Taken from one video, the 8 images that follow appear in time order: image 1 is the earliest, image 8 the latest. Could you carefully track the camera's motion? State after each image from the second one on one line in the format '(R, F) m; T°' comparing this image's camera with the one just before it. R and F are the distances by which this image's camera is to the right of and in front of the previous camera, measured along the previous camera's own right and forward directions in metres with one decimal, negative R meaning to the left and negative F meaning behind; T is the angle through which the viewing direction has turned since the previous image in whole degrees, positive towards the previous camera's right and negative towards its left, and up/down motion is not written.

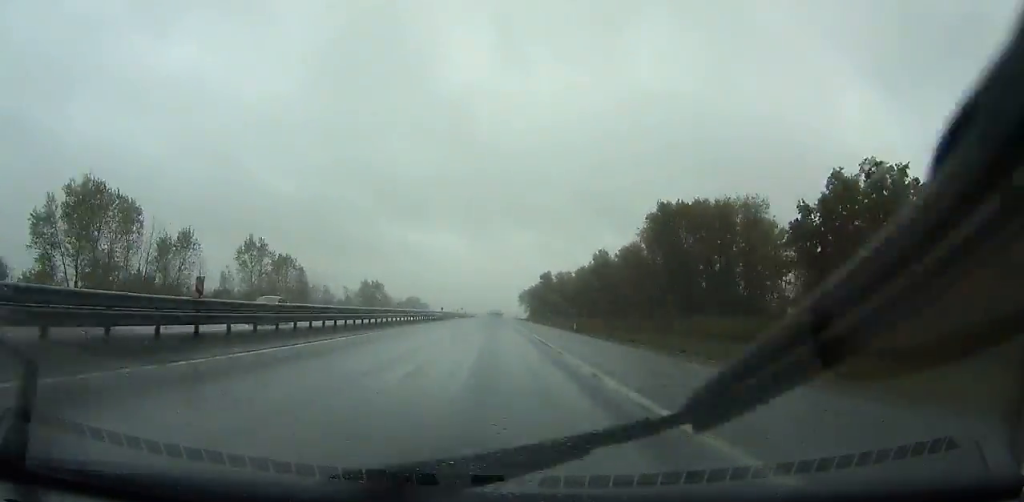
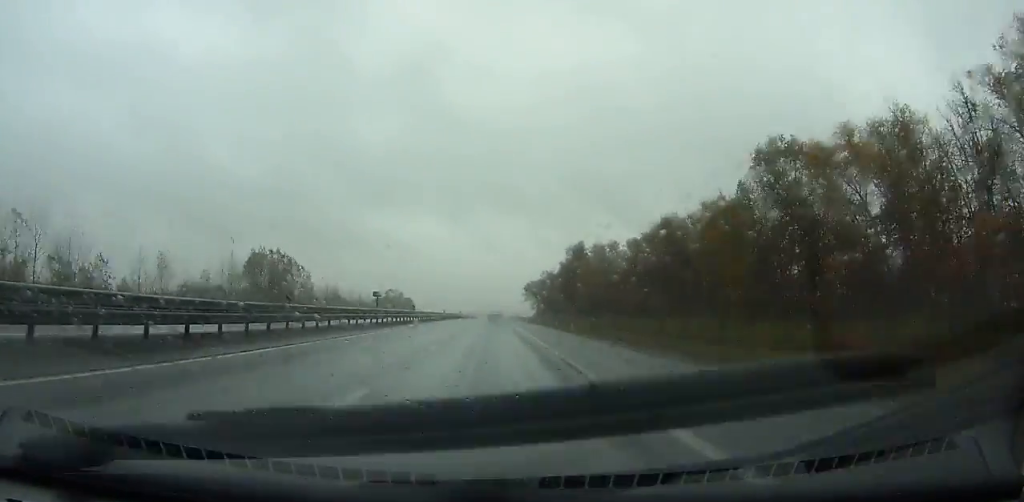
(+0.1, +99.4) m; 0°
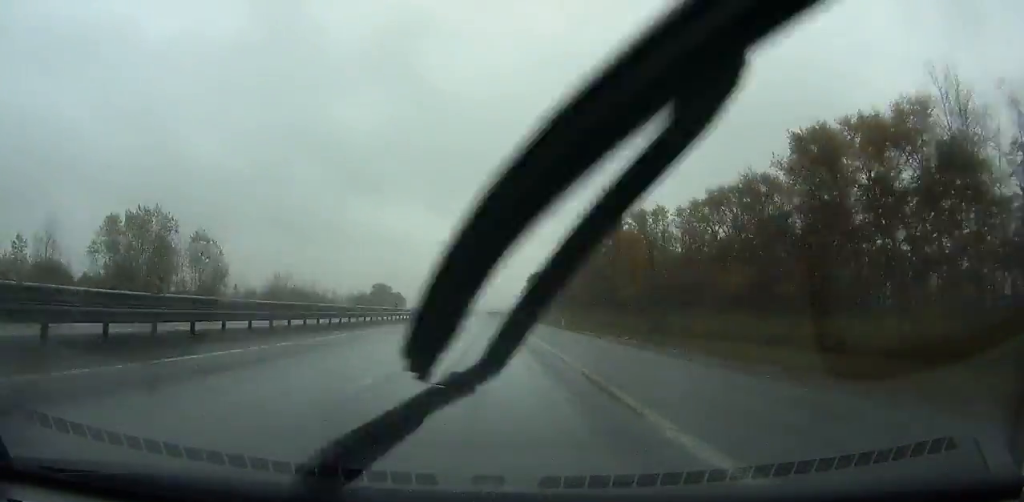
(0.0, +45.1) m; 0°
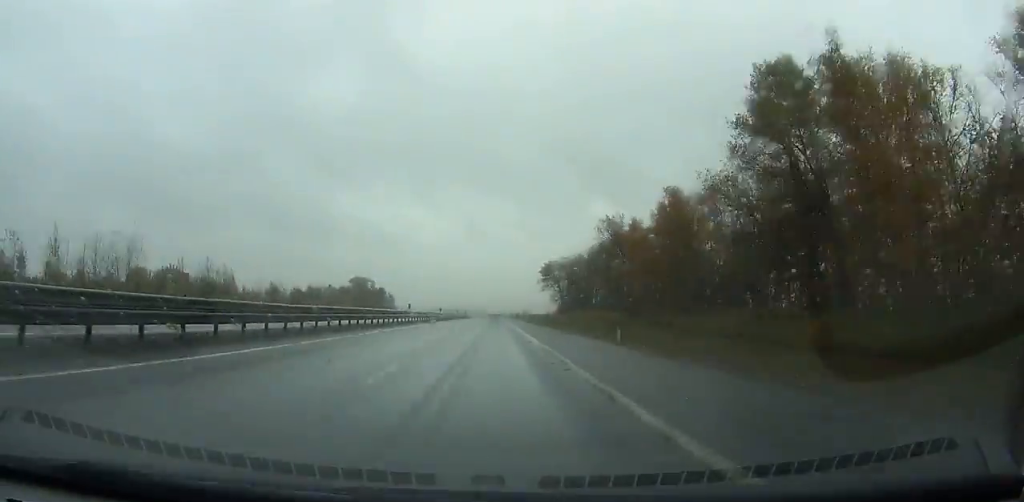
(-0.2, +71.8) m; 0°
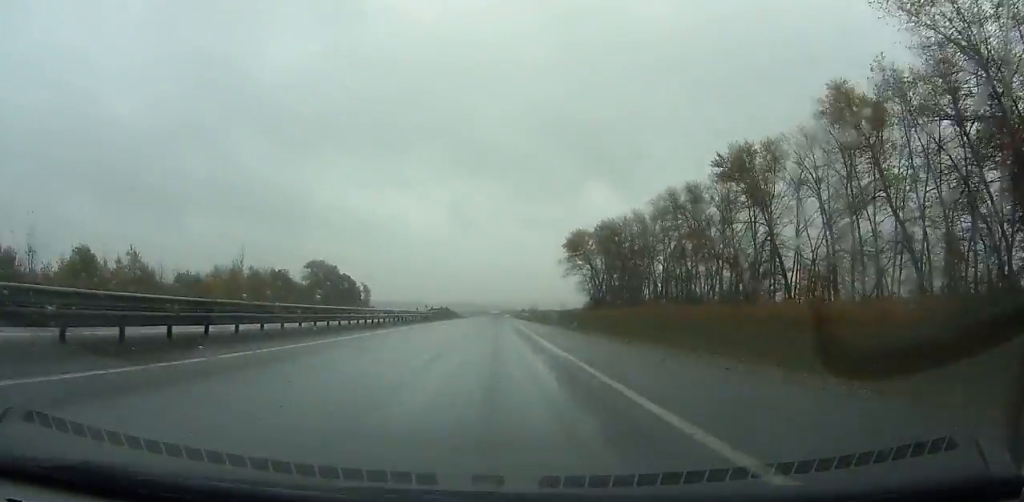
(+0.1, +80.3) m; 0°
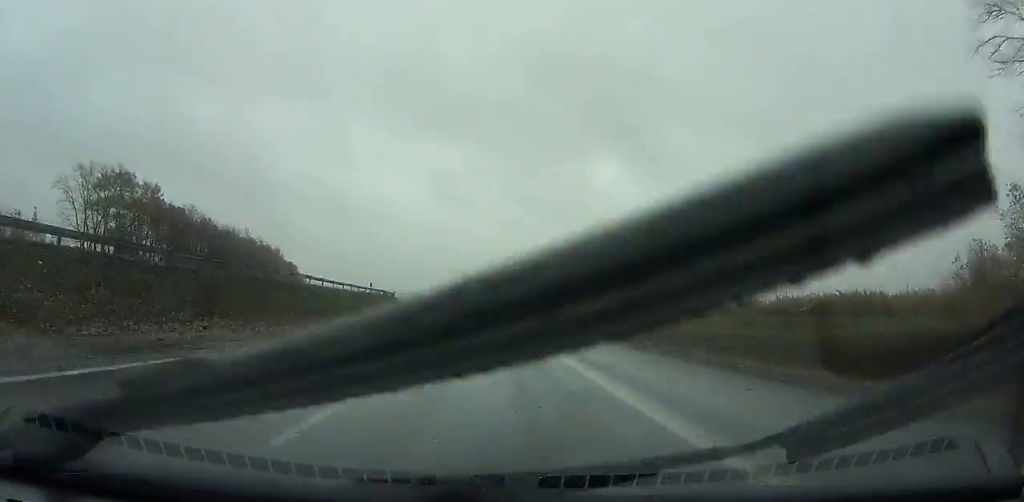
(-1.1, +150.3) m; -2°
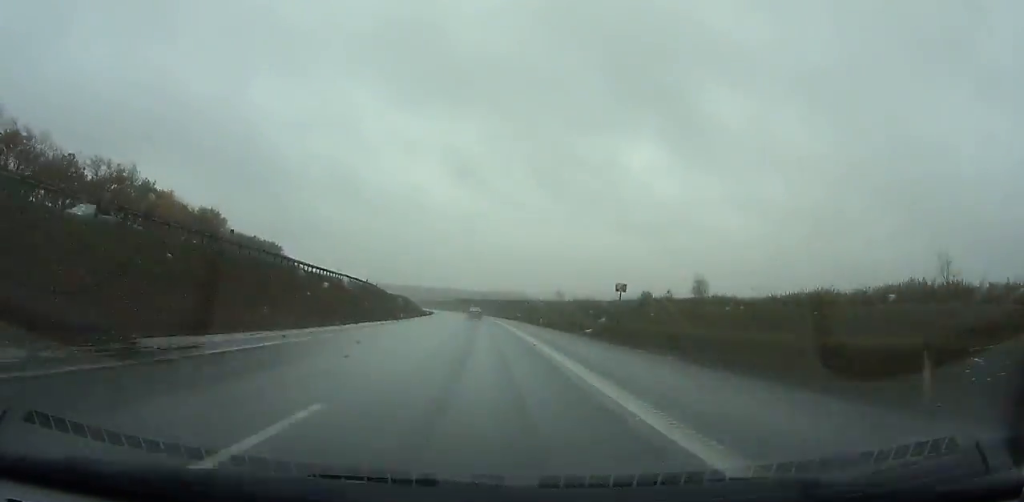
(-1.9, +85.1) m; -3°
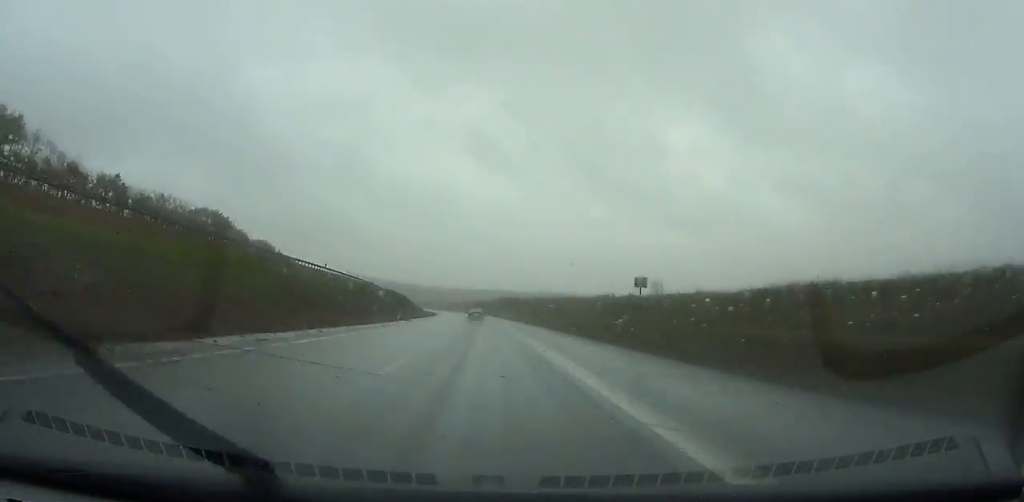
(-3.5, +100.2) m; -4°
